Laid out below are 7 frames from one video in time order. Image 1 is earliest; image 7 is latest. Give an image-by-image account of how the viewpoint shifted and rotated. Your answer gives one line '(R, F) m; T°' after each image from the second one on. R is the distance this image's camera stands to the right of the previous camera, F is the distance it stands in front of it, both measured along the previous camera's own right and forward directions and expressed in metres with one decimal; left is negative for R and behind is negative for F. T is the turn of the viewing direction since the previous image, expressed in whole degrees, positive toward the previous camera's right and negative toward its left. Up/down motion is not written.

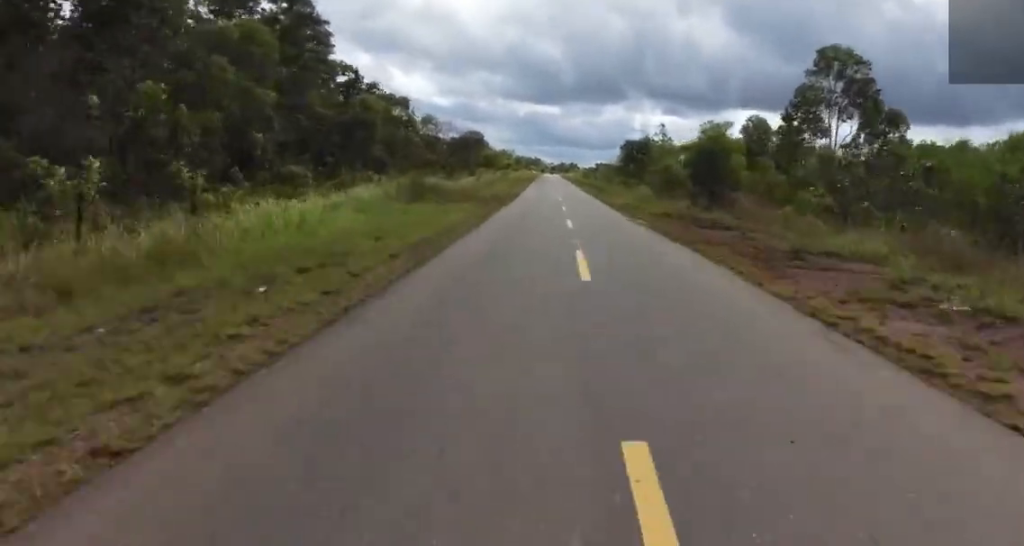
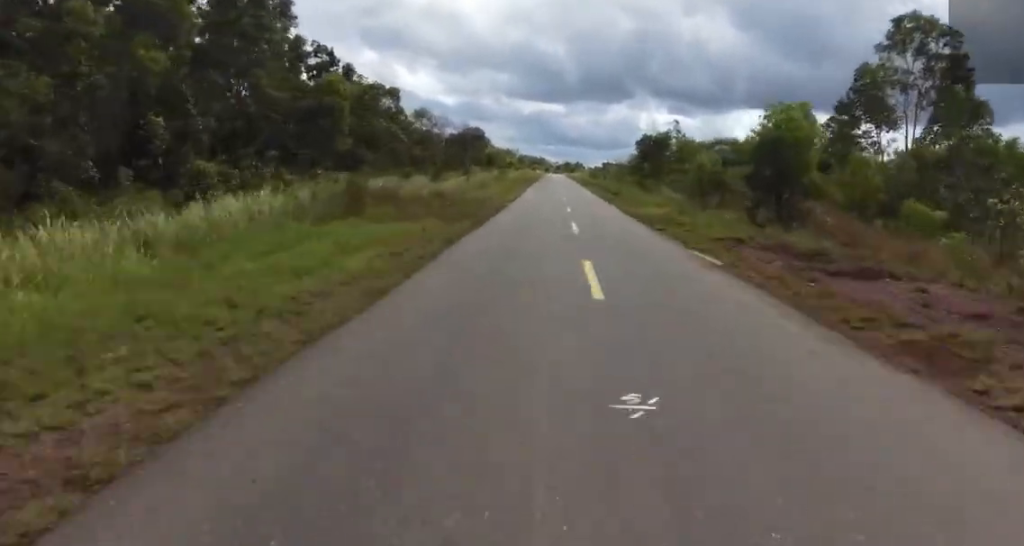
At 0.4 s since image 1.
(+0.3, +9.5) m; +2°
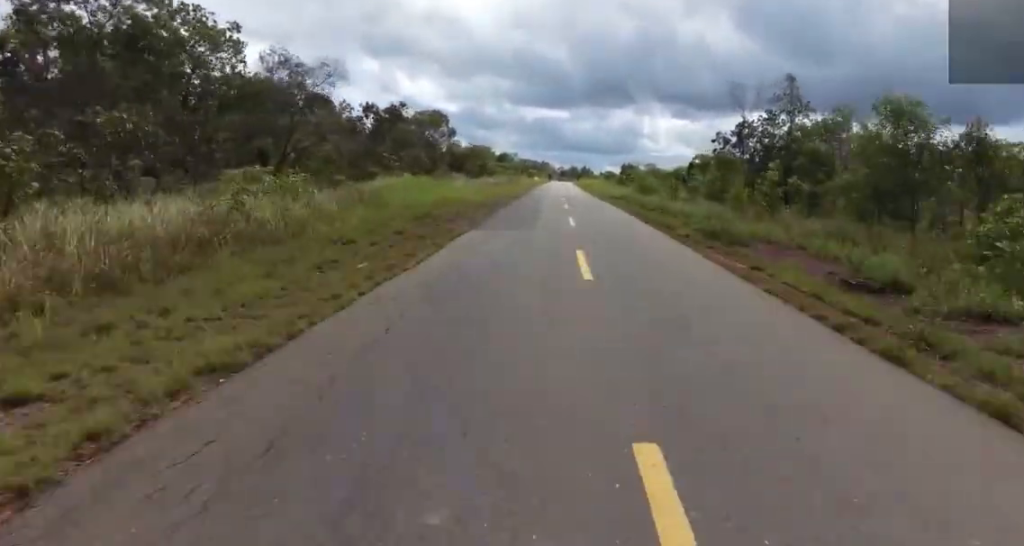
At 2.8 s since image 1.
(+1.6, +58.0) m; +1°
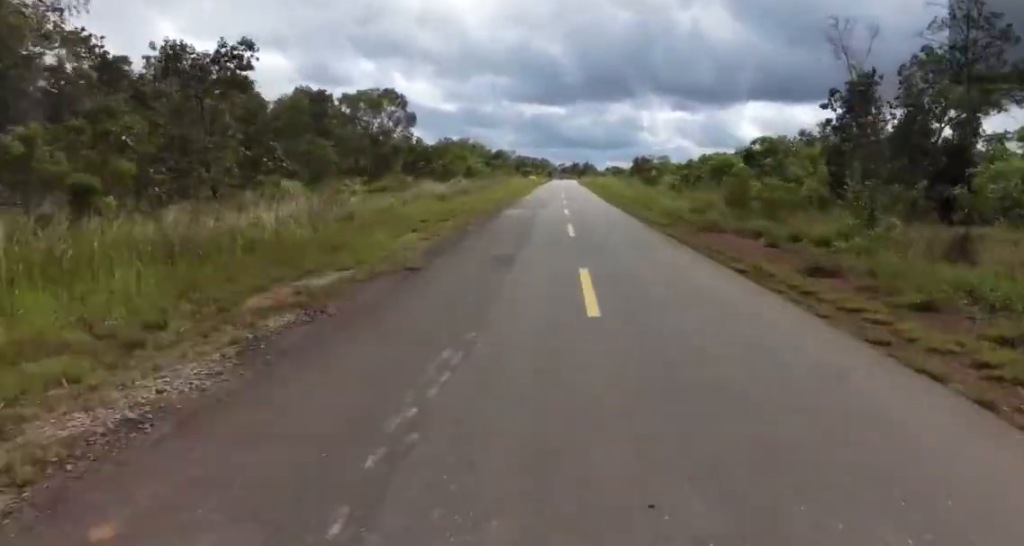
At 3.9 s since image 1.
(-0.1, +27.0) m; 0°
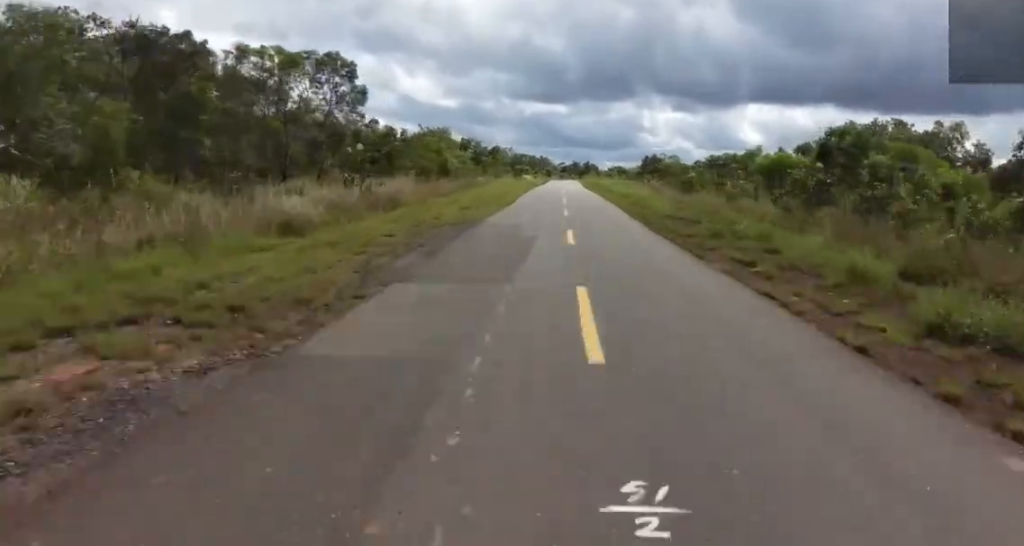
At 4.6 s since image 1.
(-0.1, +18.6) m; 0°
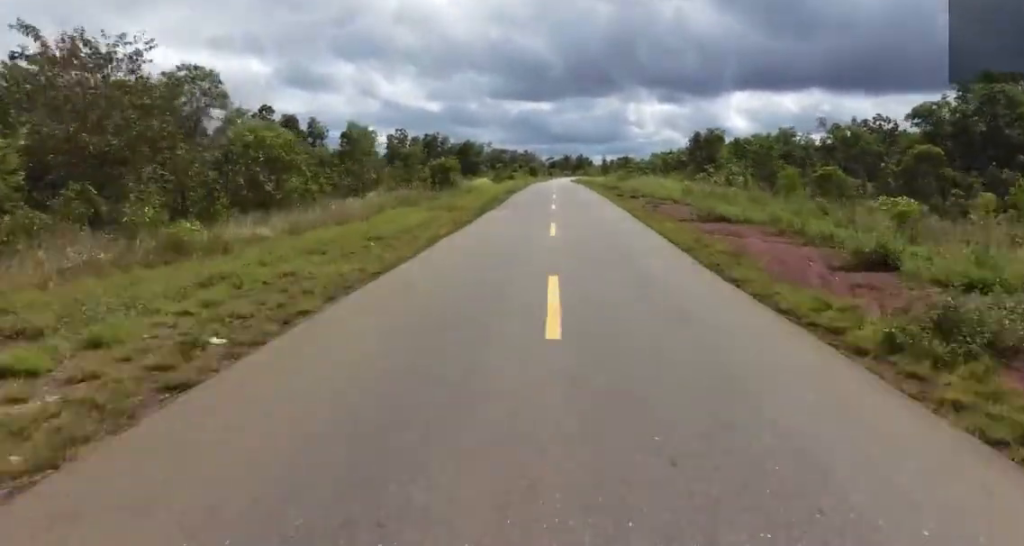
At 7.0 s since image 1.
(+0.5, +59.2) m; 0°
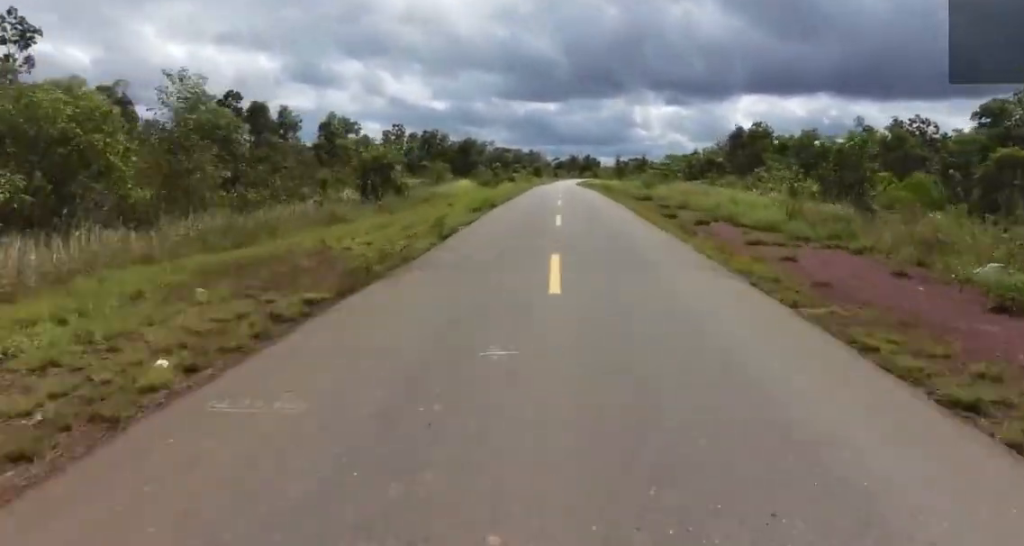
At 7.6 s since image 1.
(0.0, +14.4) m; 0°
